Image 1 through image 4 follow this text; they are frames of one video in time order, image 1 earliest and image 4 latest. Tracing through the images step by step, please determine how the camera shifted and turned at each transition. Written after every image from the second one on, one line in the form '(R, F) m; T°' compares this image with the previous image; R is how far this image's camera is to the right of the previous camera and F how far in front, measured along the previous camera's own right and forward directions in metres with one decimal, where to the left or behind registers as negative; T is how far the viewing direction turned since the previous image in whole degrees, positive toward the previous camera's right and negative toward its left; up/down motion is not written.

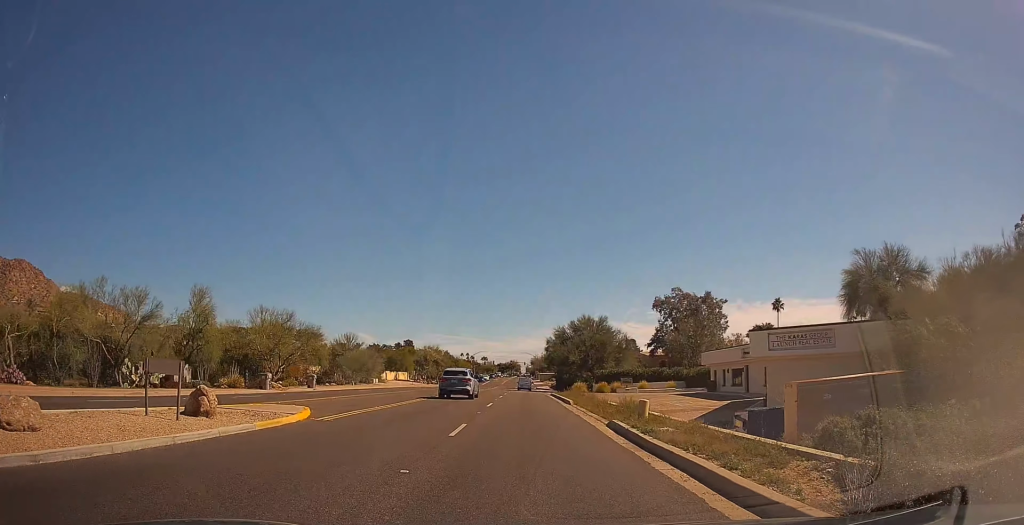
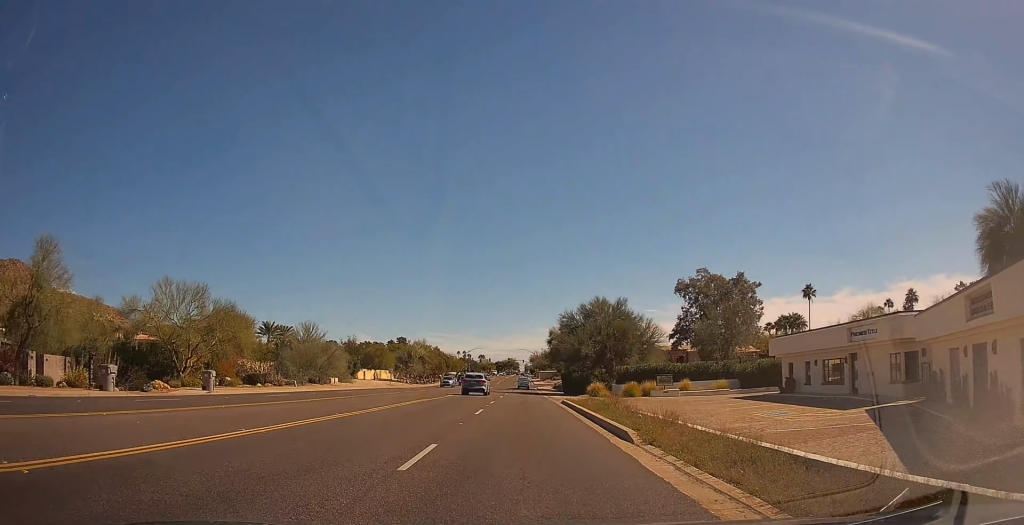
(-0.6, +17.3) m; -4°
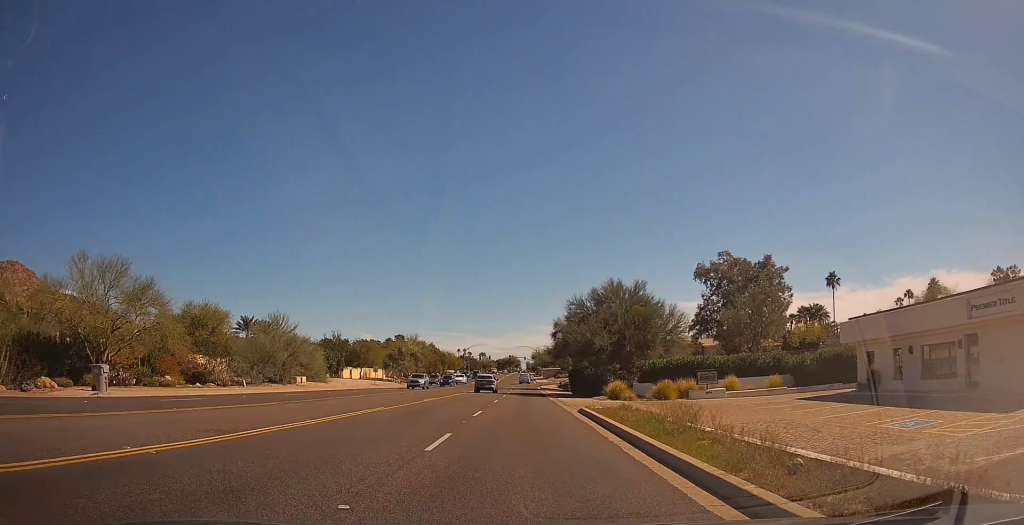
(+0.2, +10.1) m; +2°
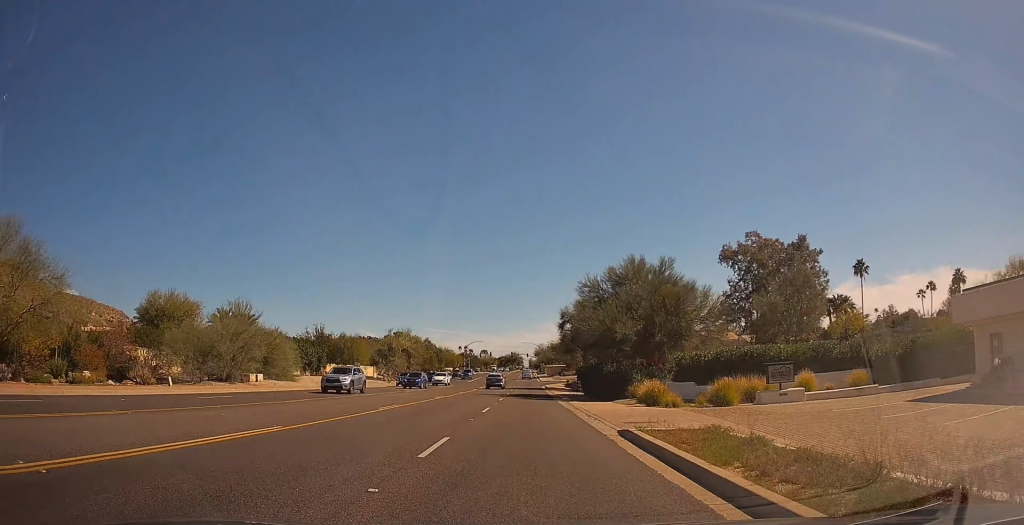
(+0.1, +9.6) m; +3°
